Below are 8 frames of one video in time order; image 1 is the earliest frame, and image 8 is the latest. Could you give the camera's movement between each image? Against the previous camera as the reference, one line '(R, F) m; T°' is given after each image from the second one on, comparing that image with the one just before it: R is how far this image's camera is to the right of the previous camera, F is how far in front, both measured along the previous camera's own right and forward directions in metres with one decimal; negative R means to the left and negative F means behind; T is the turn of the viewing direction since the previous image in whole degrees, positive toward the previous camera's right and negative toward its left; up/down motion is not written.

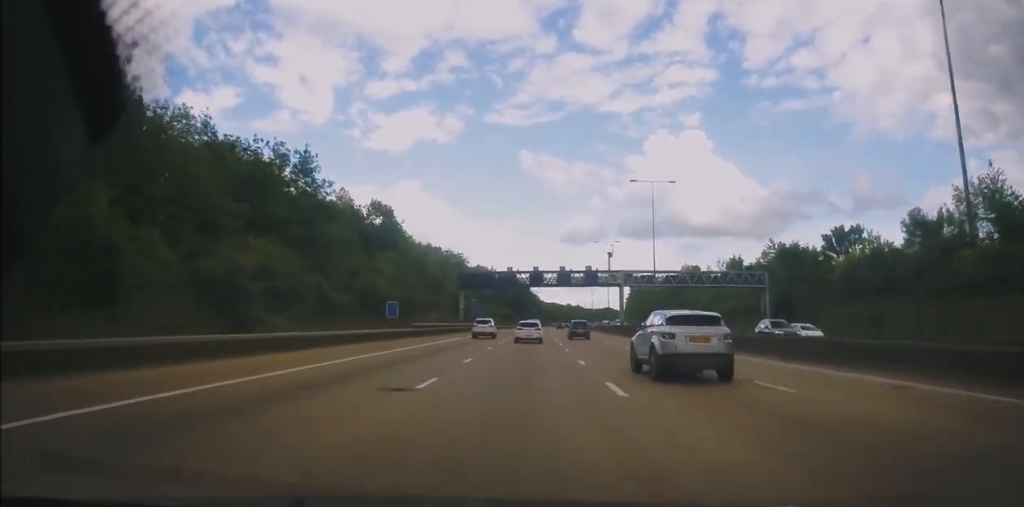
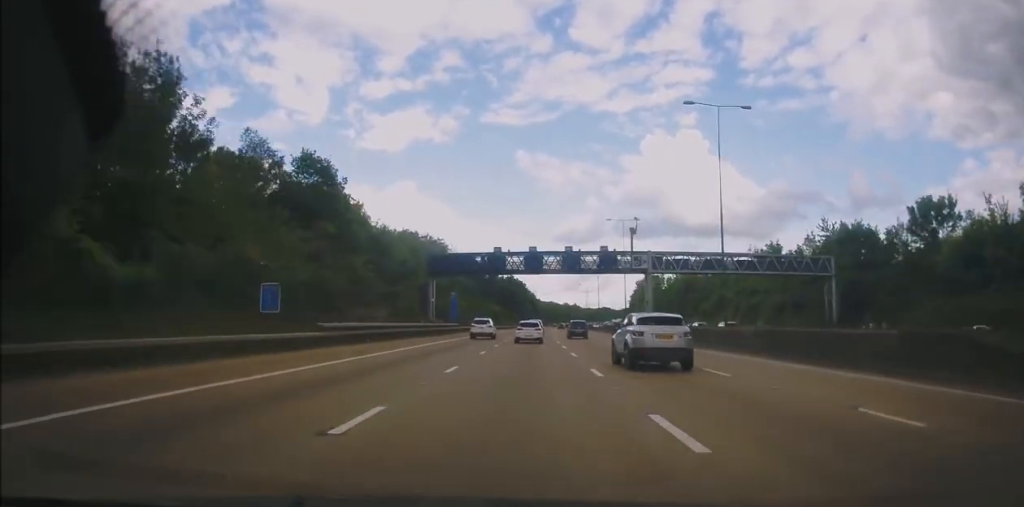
(-0.1, +21.7) m; 0°
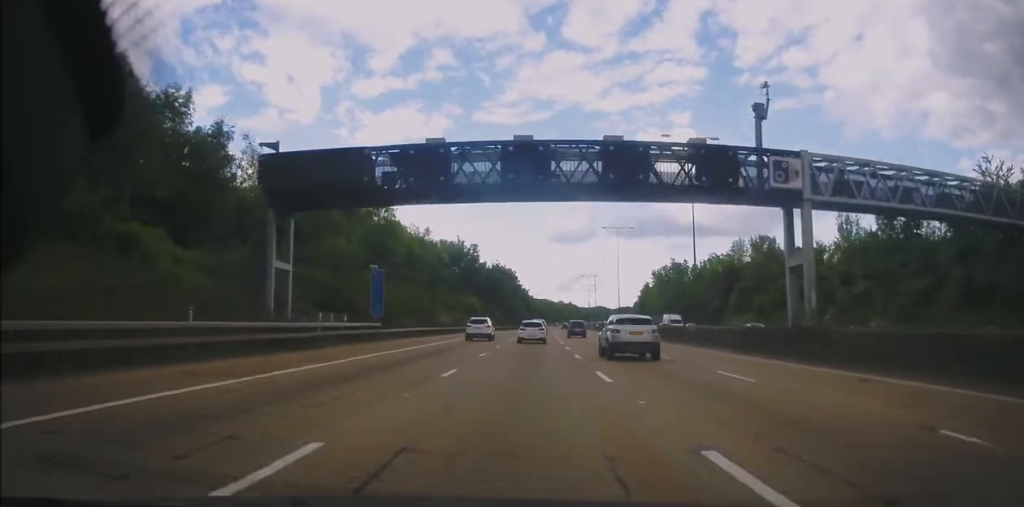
(+0.3, +36.7) m; +1°
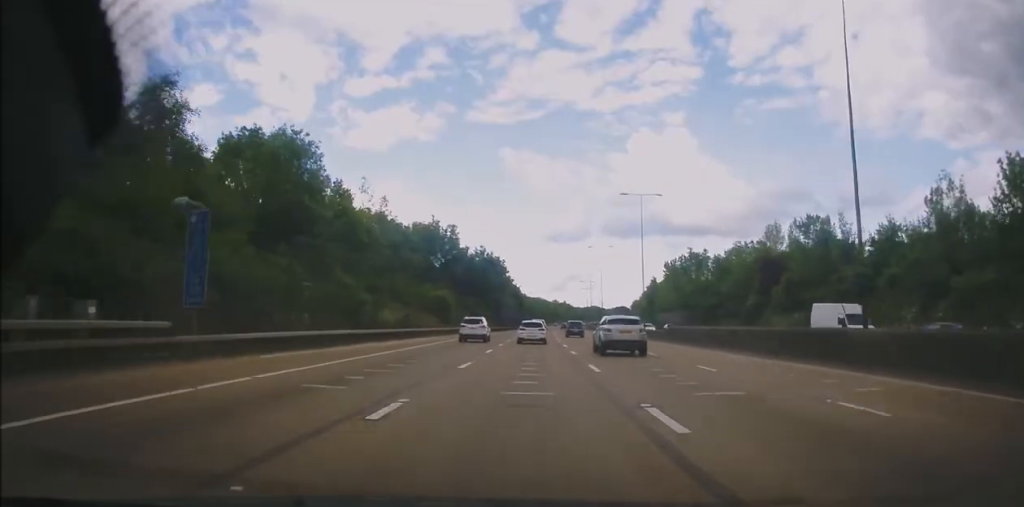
(+0.2, +23.3) m; +1°
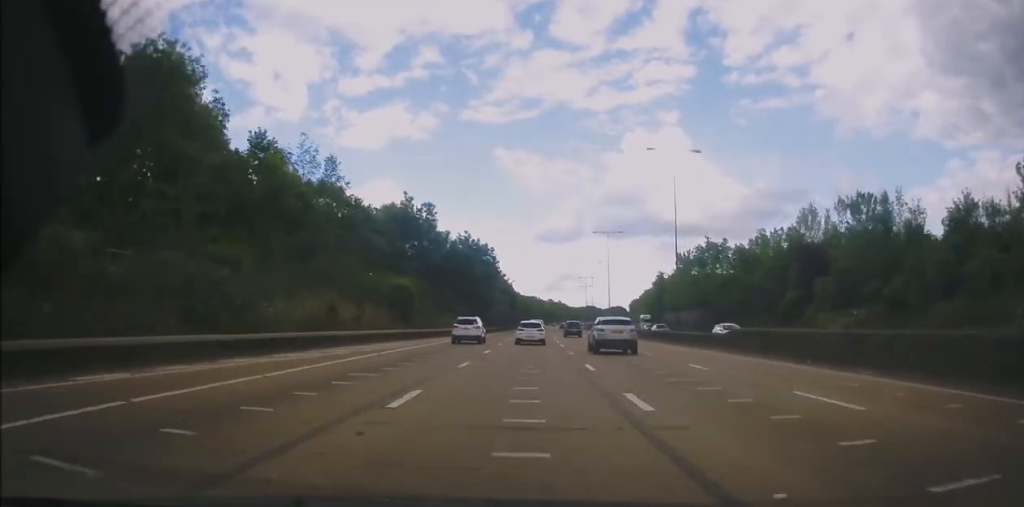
(0.0, +17.0) m; 0°
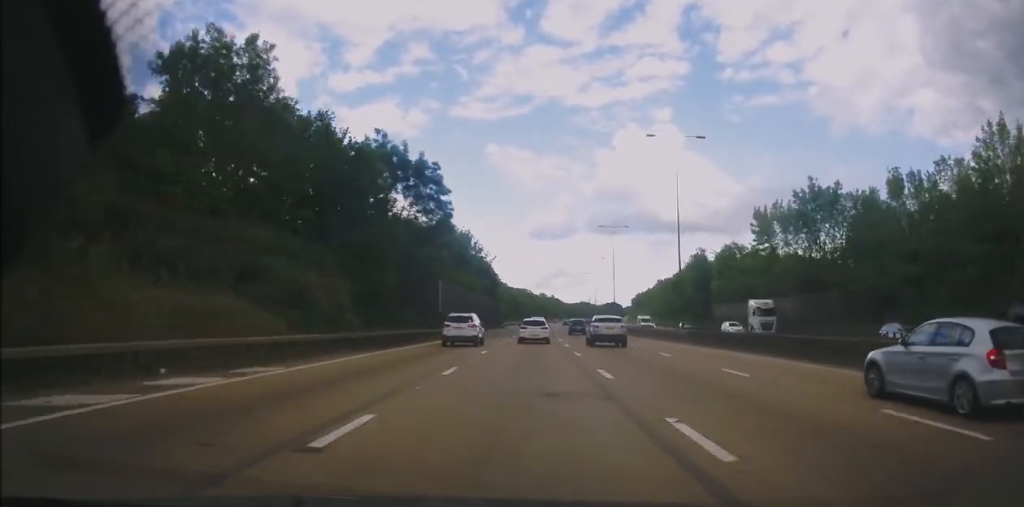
(+0.5, +47.0) m; +1°
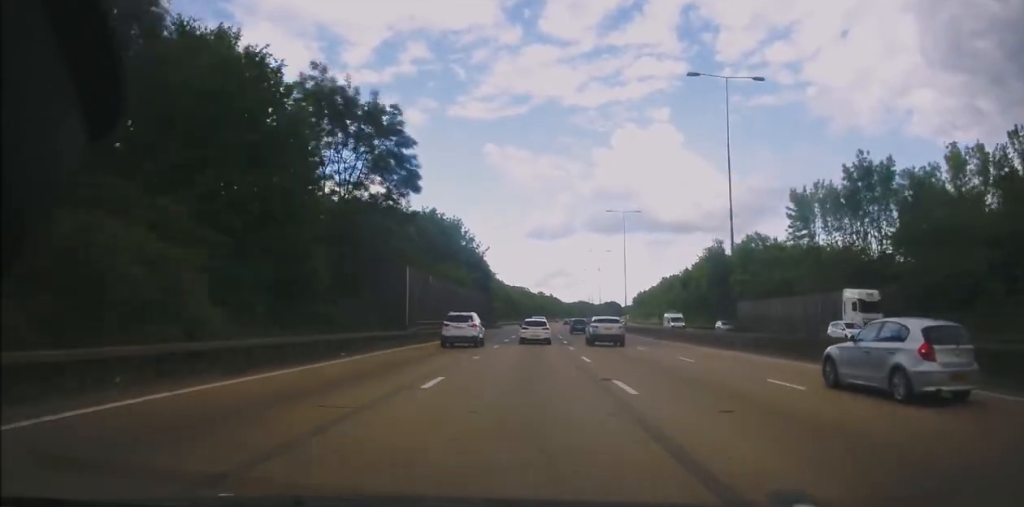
(+0.2, +12.2) m; 0°
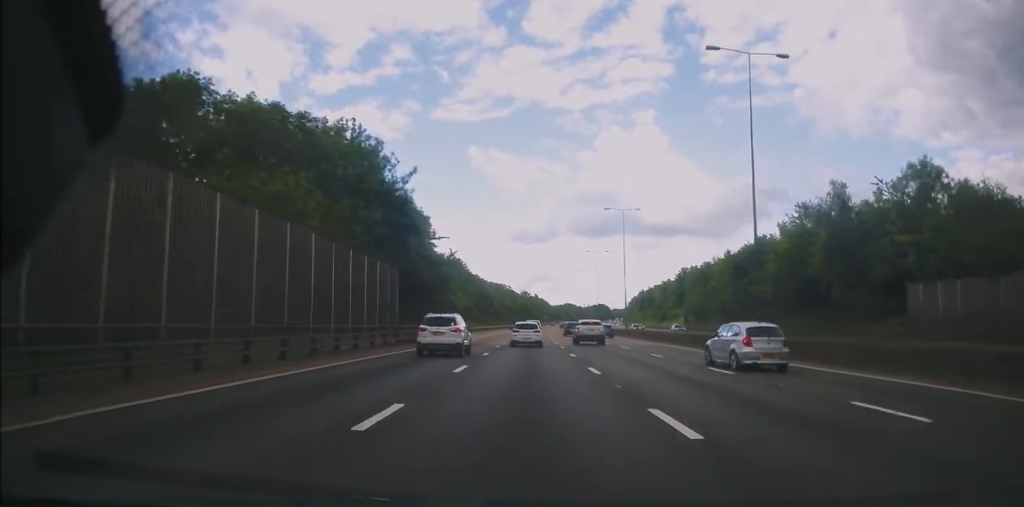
(+0.1, +48.1) m; +1°
